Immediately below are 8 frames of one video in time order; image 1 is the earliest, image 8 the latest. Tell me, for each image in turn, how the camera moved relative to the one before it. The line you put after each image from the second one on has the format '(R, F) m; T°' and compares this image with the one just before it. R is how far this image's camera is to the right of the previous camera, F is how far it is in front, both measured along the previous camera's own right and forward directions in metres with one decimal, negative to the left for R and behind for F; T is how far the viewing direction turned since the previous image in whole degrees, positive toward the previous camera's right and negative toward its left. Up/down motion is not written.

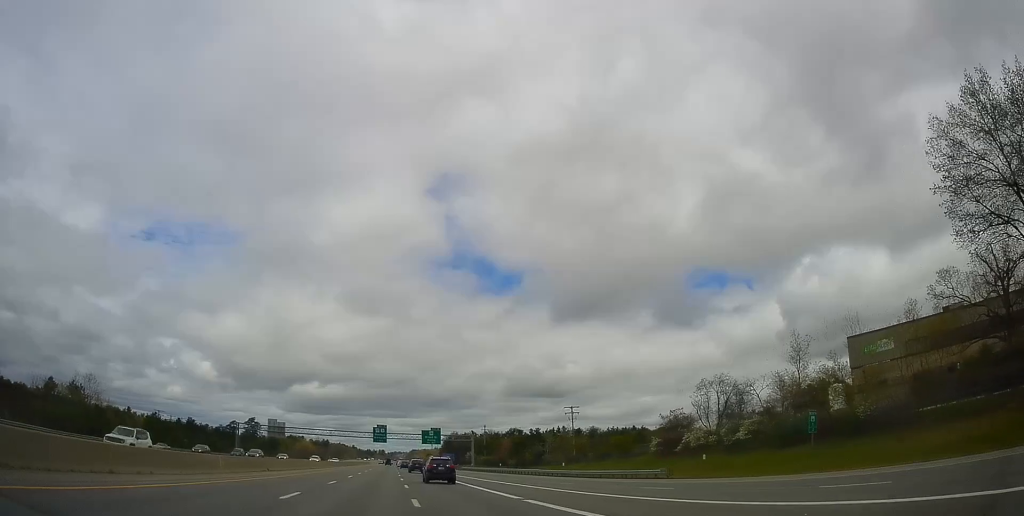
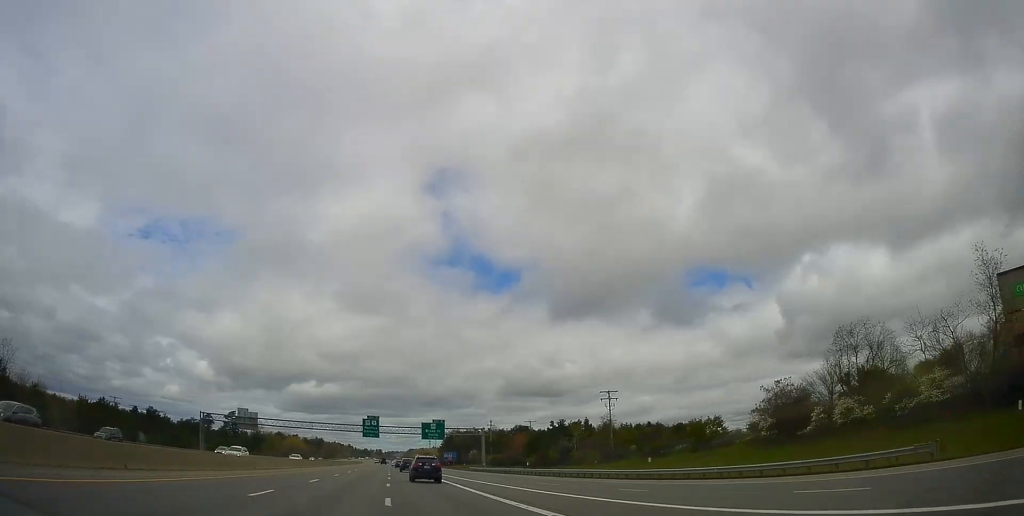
(+0.1, +25.7) m; +1°
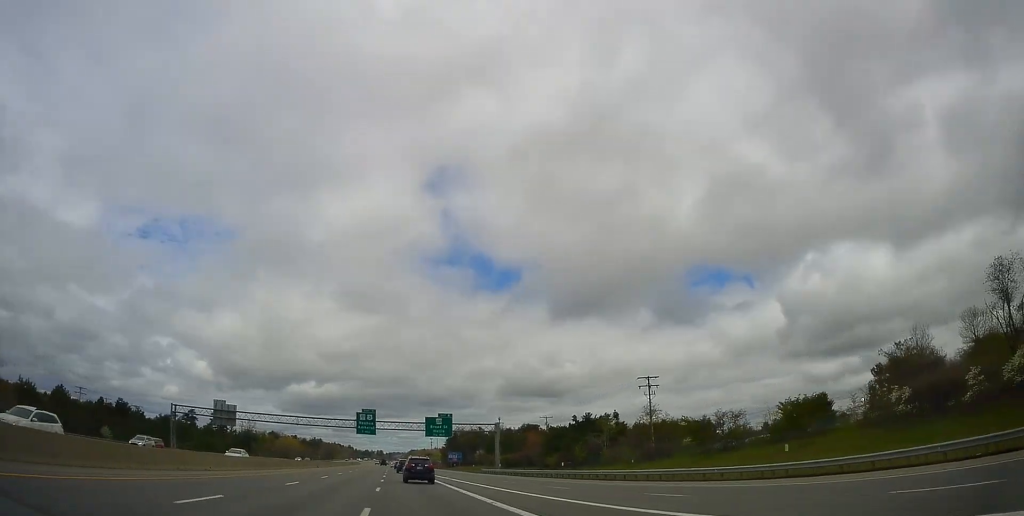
(-0.1, +17.0) m; 0°
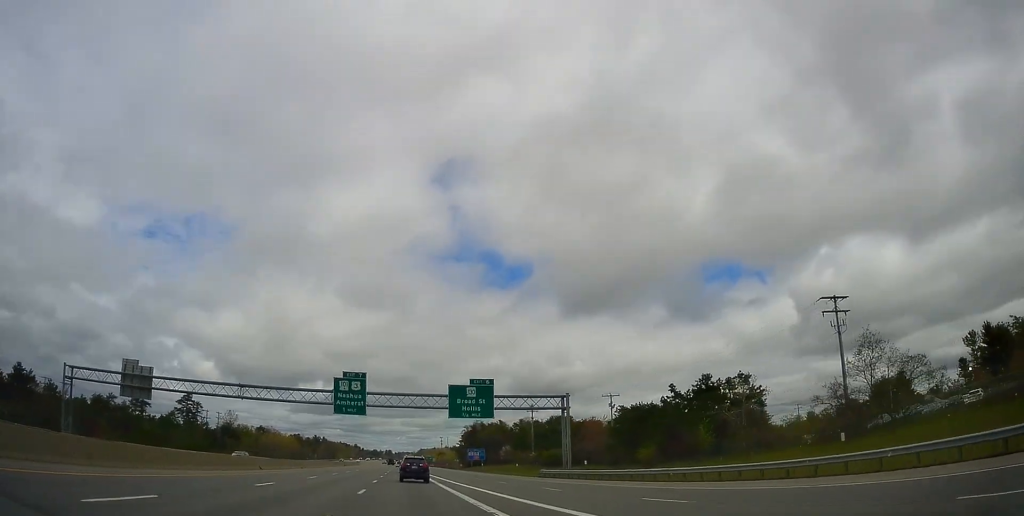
(+0.5, +40.6) m; +1°
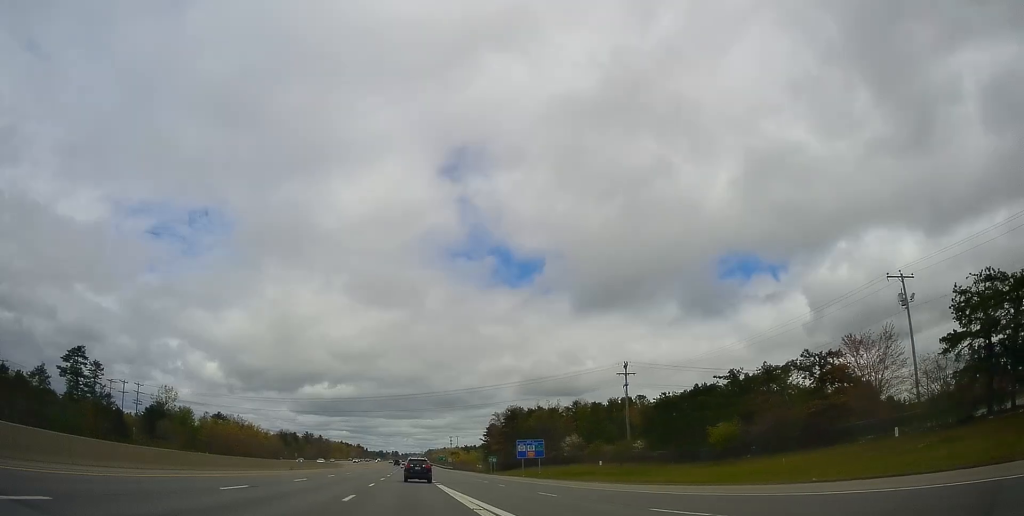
(-0.5, +65.9) m; -1°
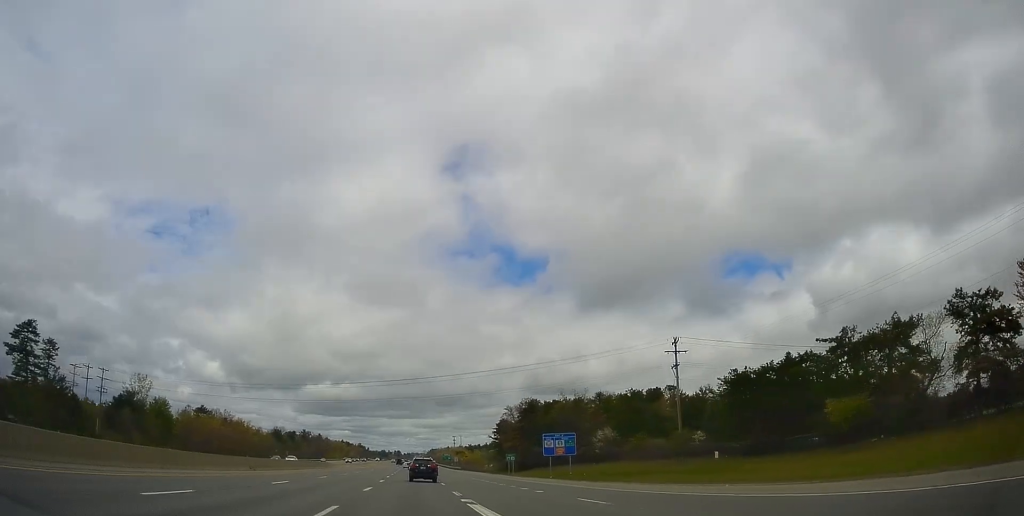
(-0.1, +17.6) m; 0°
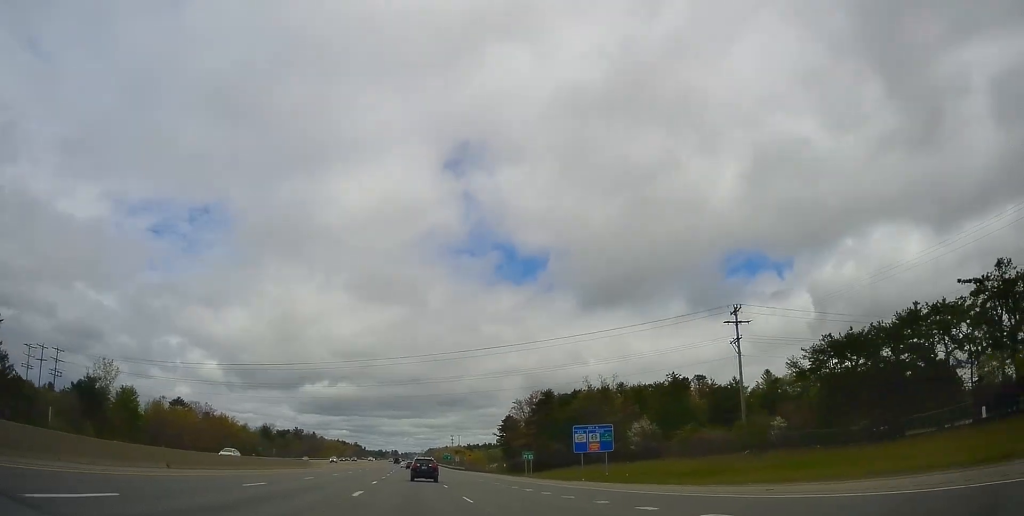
(0.0, +16.1) m; 0°
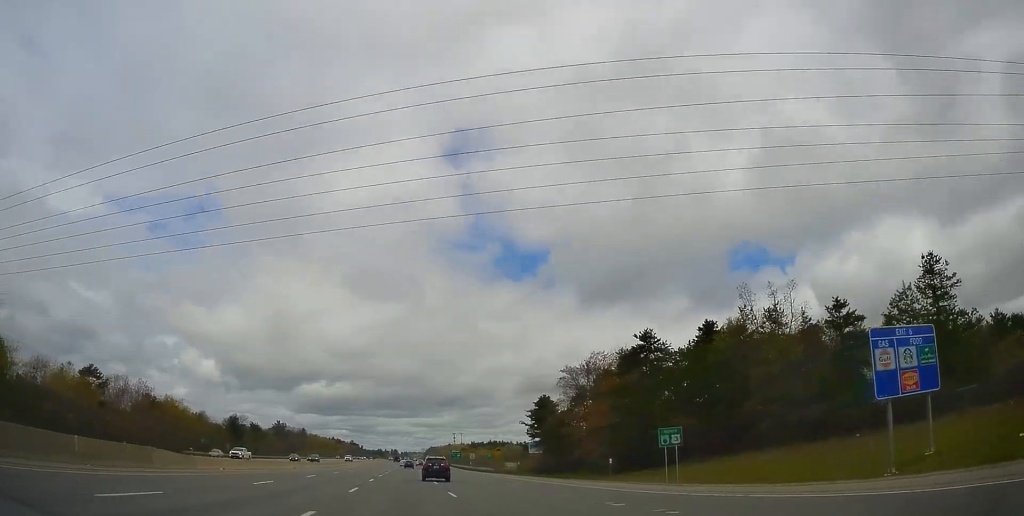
(0.0, +45.0) m; 0°
